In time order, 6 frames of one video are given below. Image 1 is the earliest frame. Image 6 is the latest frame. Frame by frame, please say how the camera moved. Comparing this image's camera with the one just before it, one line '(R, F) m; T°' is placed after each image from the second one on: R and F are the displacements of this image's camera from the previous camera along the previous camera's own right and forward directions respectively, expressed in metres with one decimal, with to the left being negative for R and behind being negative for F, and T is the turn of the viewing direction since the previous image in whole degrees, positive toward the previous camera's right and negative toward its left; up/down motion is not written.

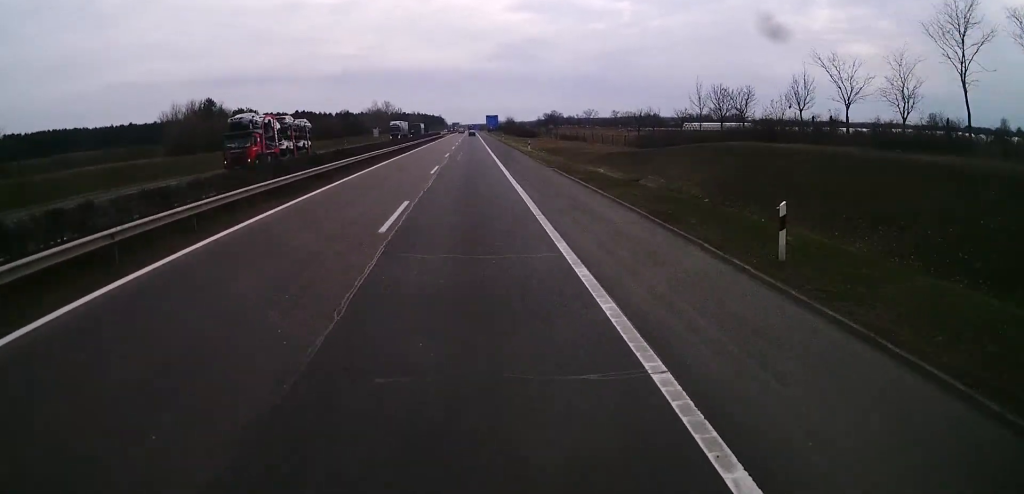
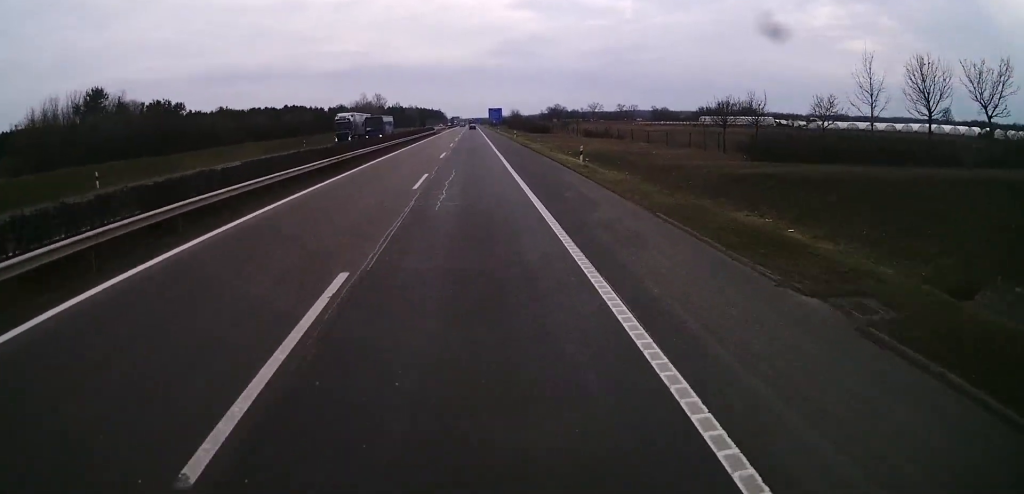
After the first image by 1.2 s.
(-0.1, +31.1) m; 0°
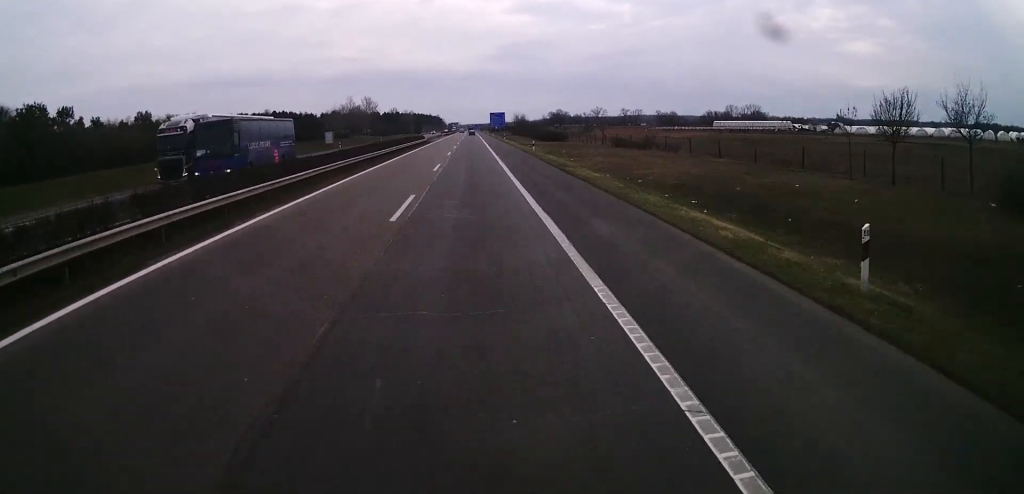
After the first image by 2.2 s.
(-0.1, +23.1) m; 0°
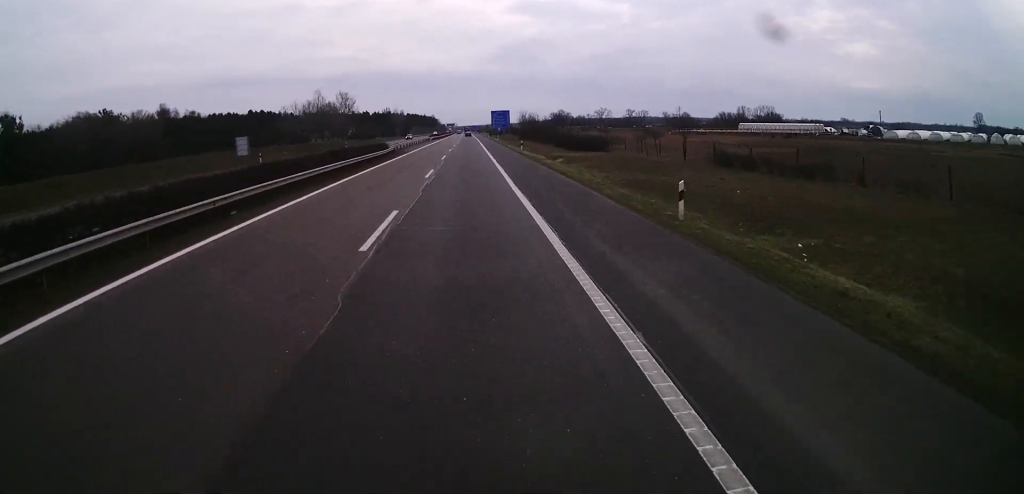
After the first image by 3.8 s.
(+0.2, +38.8) m; +1°
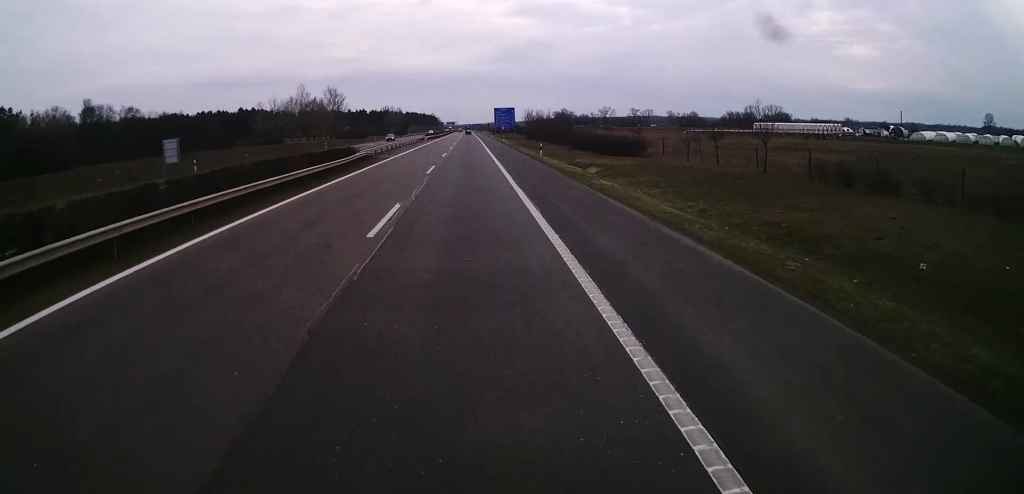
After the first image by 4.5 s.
(0.0, +17.6) m; 0°
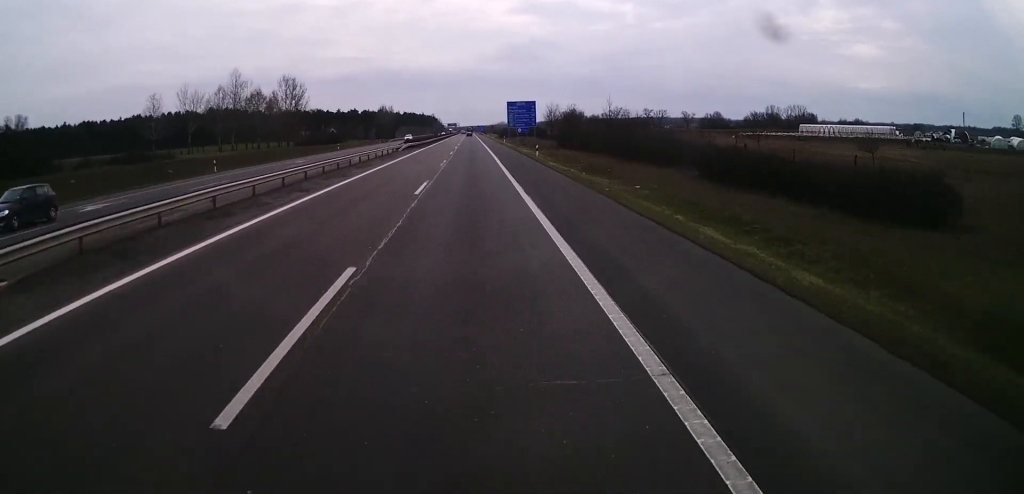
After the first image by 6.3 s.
(-0.3, +47.7) m; -1°
